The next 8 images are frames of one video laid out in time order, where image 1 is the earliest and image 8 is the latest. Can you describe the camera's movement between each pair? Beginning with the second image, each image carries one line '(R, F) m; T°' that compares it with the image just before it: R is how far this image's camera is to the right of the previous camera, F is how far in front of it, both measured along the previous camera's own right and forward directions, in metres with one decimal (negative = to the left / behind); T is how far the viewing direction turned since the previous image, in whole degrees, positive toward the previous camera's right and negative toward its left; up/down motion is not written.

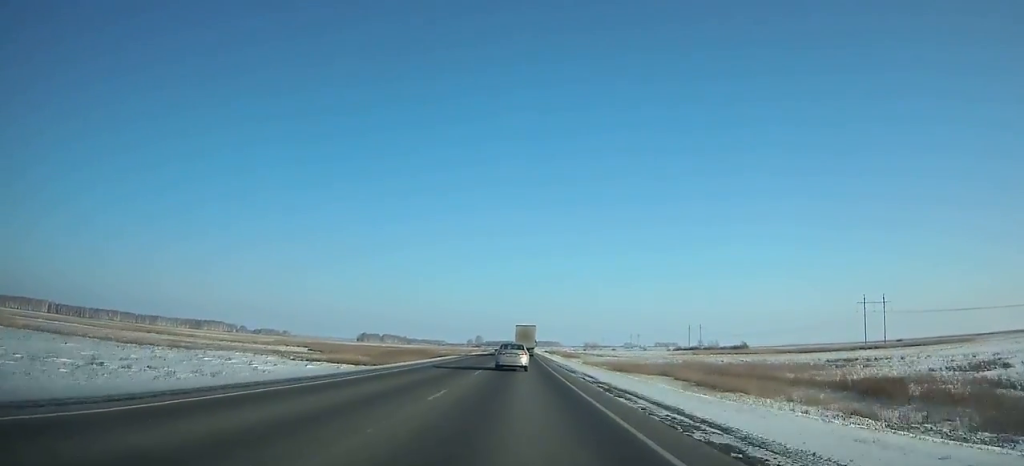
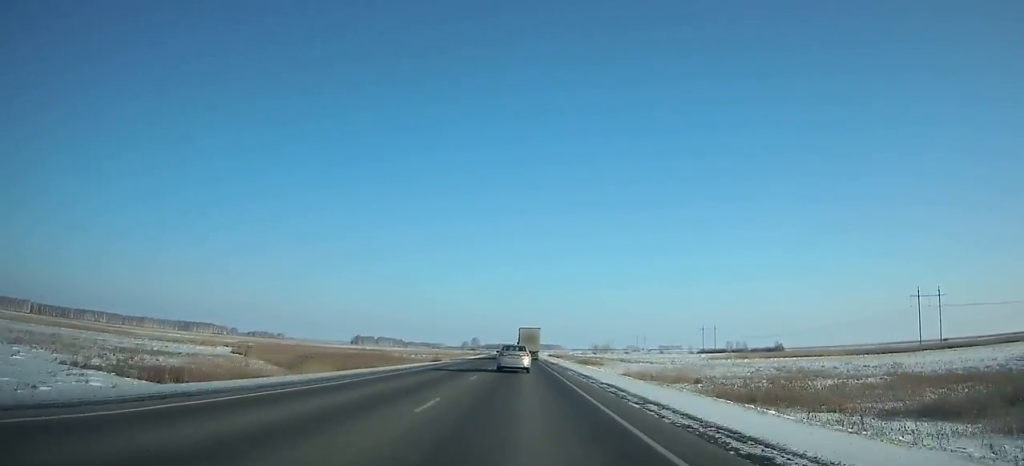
(-0.1, +48.4) m; 0°
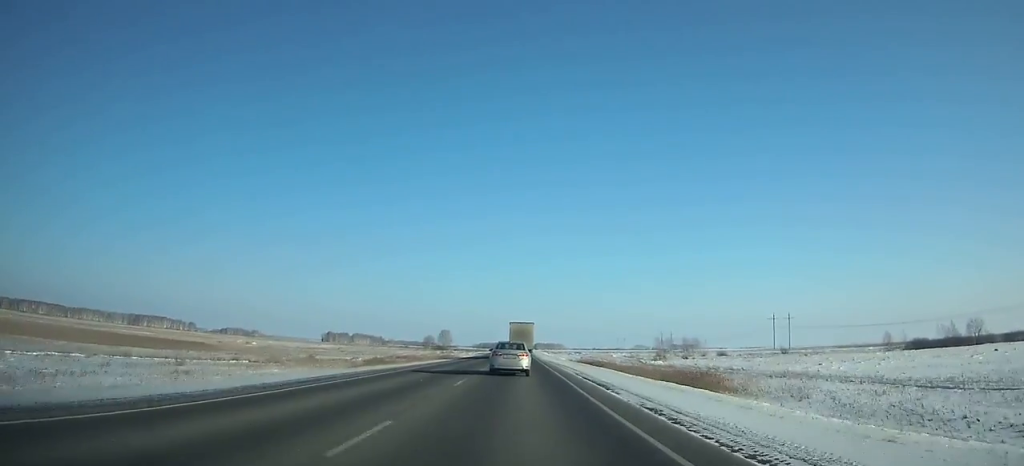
(+0.2, +181.4) m; 0°
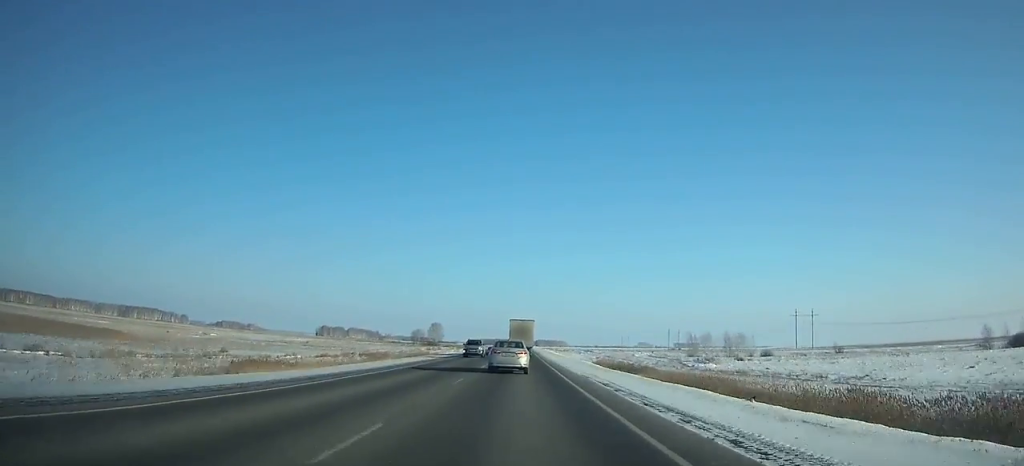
(-0.1, +36.5) m; 0°
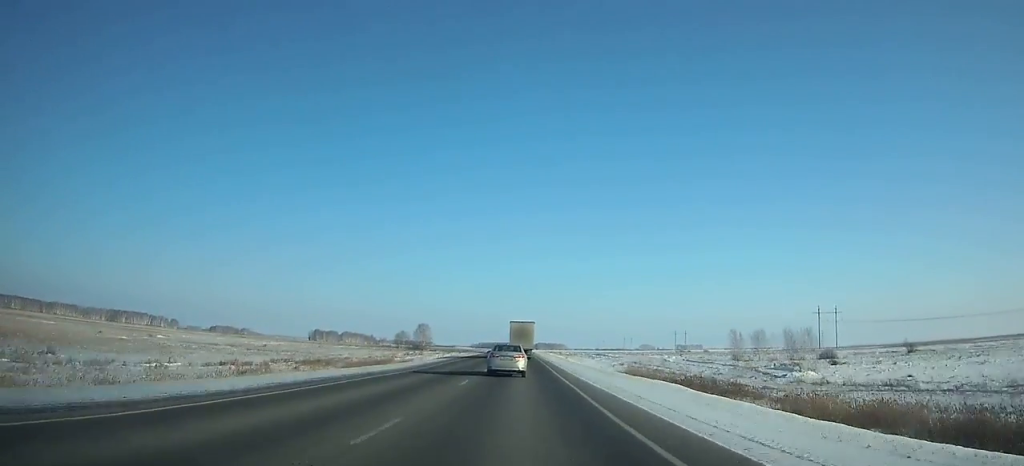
(+0.1, +33.9) m; 0°
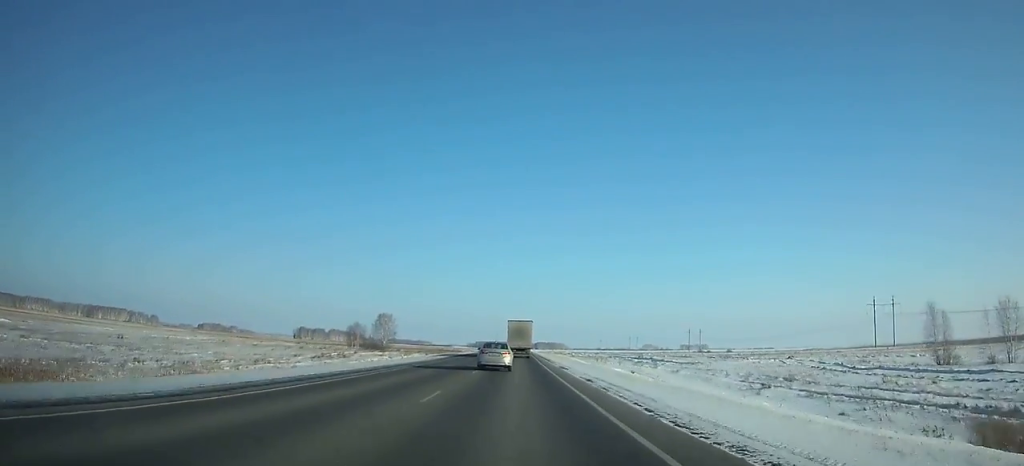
(0.0, +67.7) m; 0°
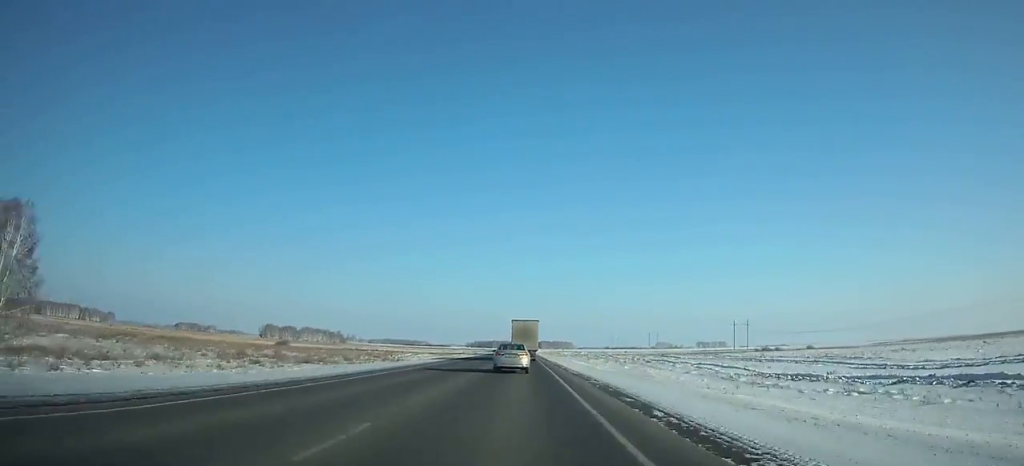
(-0.1, +134.6) m; 0°
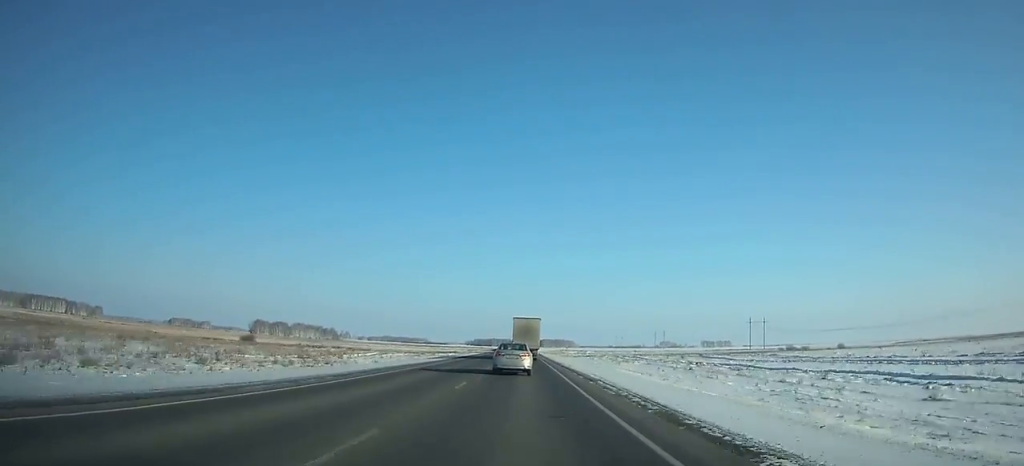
(-0.1, +35.7) m; 0°
